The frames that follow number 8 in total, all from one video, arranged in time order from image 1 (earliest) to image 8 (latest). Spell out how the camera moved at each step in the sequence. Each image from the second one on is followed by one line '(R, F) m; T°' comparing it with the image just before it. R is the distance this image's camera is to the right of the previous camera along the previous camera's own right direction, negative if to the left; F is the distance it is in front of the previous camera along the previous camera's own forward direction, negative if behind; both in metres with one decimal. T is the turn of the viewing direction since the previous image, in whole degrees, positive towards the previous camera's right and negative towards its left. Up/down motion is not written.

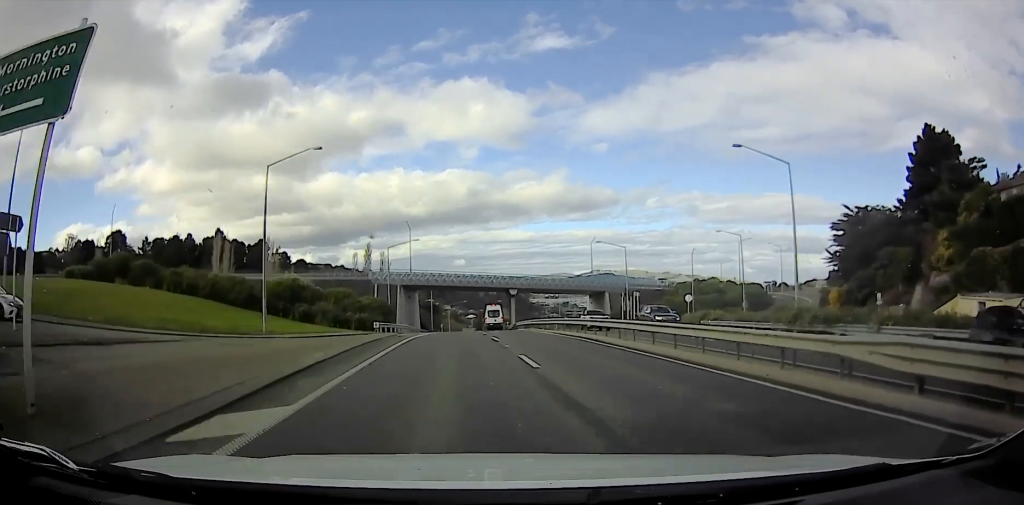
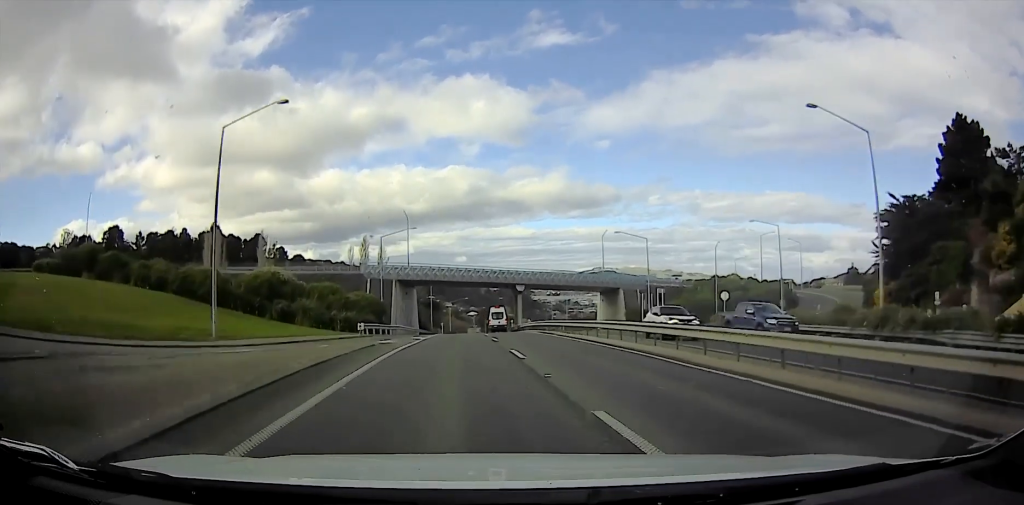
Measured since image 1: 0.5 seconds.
(+0.1, +8.6) m; +1°
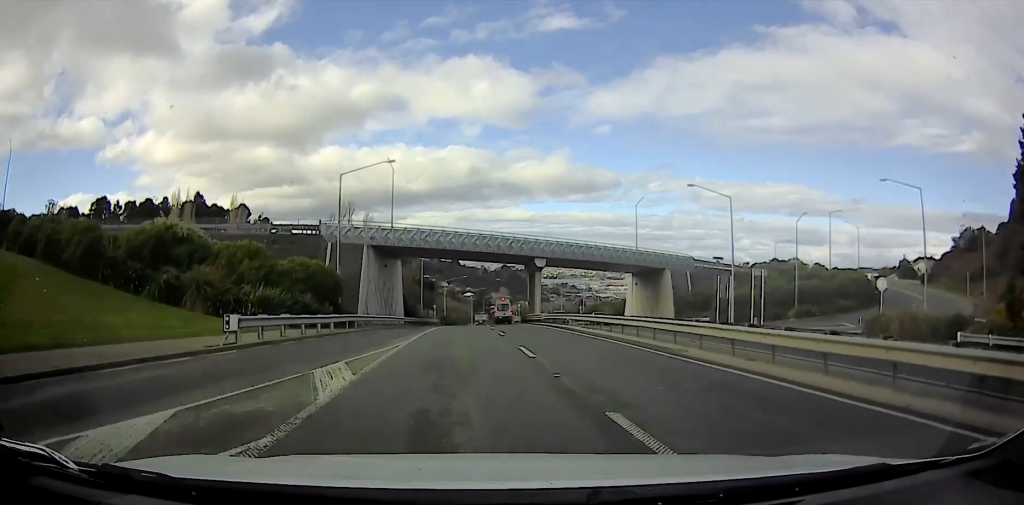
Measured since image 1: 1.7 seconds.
(+0.4, +21.8) m; +2°
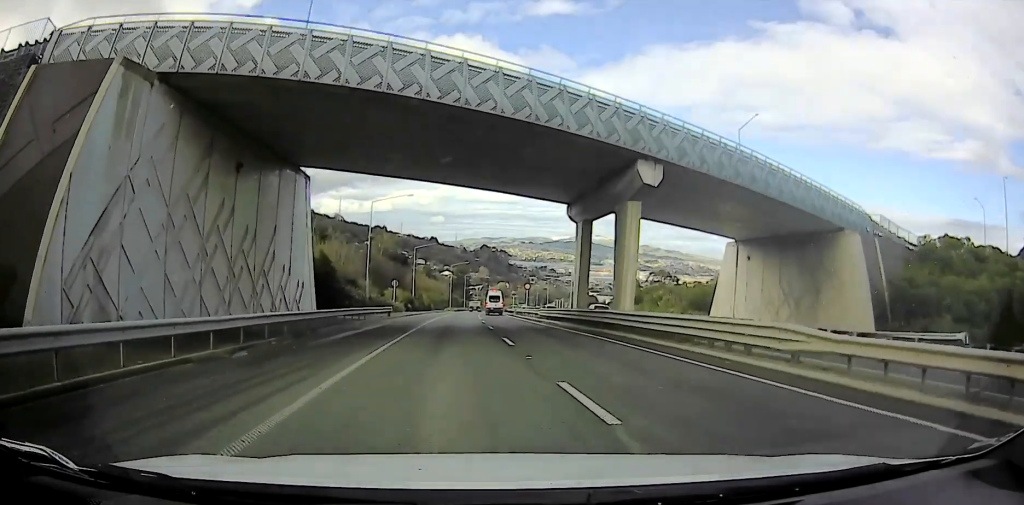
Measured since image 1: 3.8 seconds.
(+1.5, +34.4) m; +4°
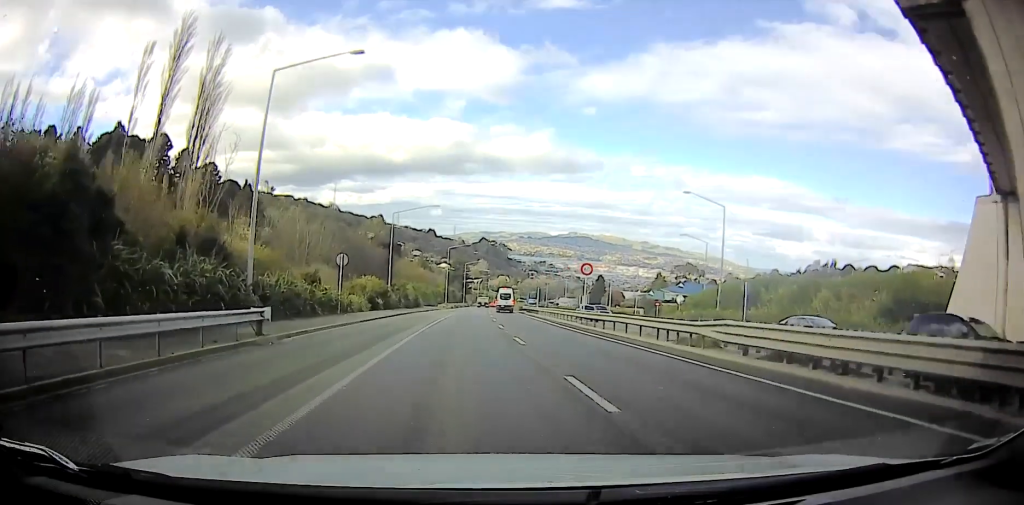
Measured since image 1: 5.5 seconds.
(+0.1, +25.0) m; +7°
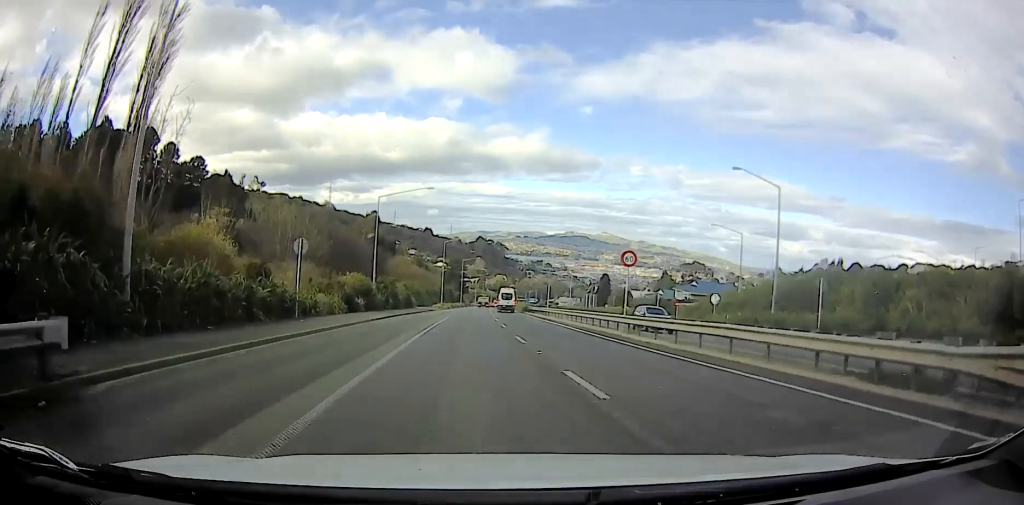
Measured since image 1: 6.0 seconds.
(+0.4, +7.6) m; +6°
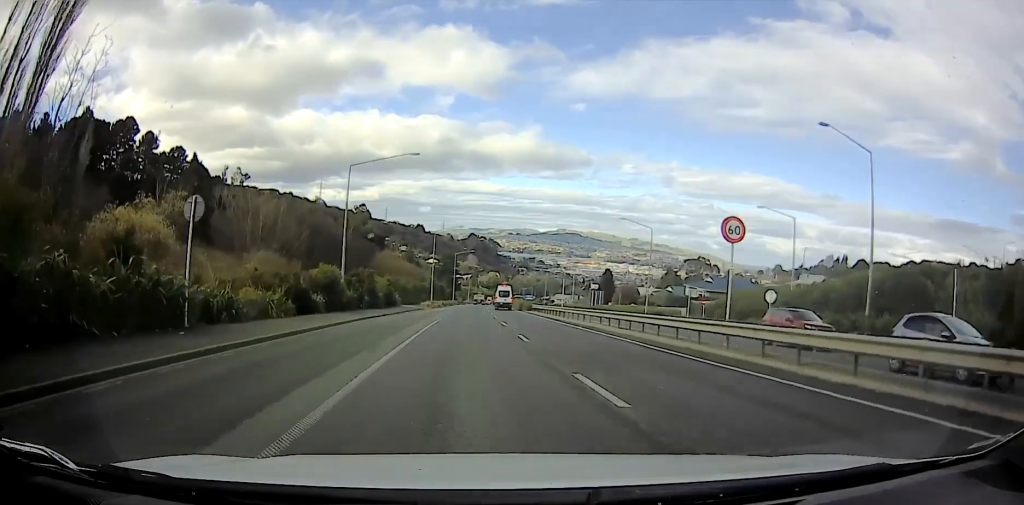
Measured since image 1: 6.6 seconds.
(+0.7, +9.0) m; +4°
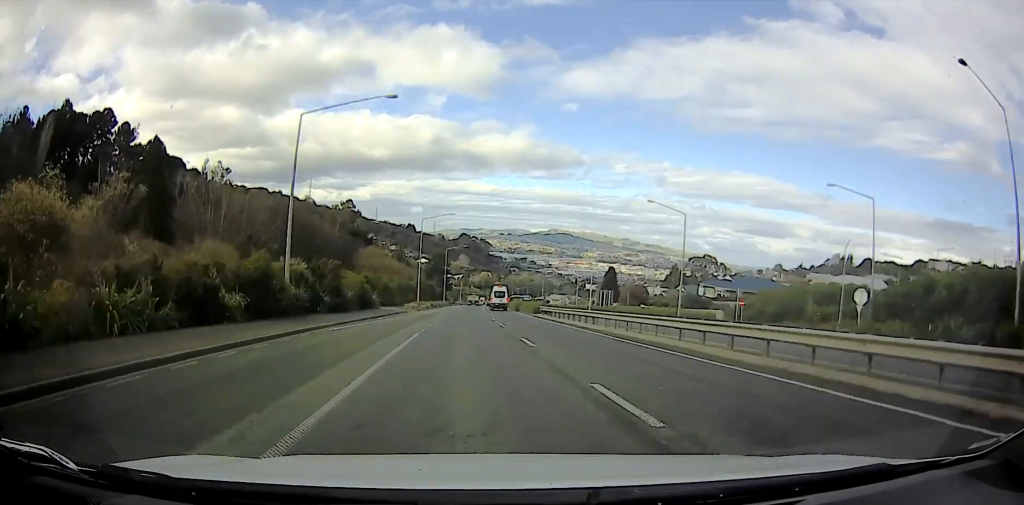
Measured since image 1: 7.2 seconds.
(+0.4, +9.5) m; +3°
